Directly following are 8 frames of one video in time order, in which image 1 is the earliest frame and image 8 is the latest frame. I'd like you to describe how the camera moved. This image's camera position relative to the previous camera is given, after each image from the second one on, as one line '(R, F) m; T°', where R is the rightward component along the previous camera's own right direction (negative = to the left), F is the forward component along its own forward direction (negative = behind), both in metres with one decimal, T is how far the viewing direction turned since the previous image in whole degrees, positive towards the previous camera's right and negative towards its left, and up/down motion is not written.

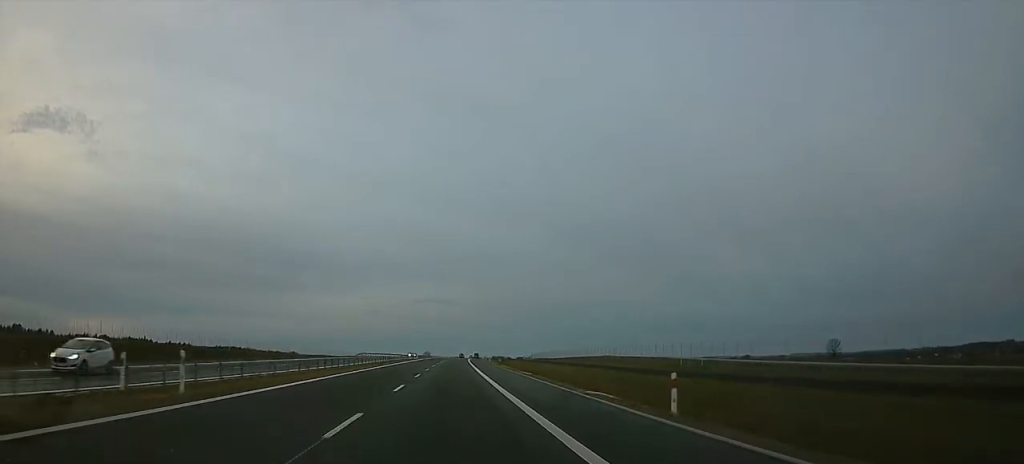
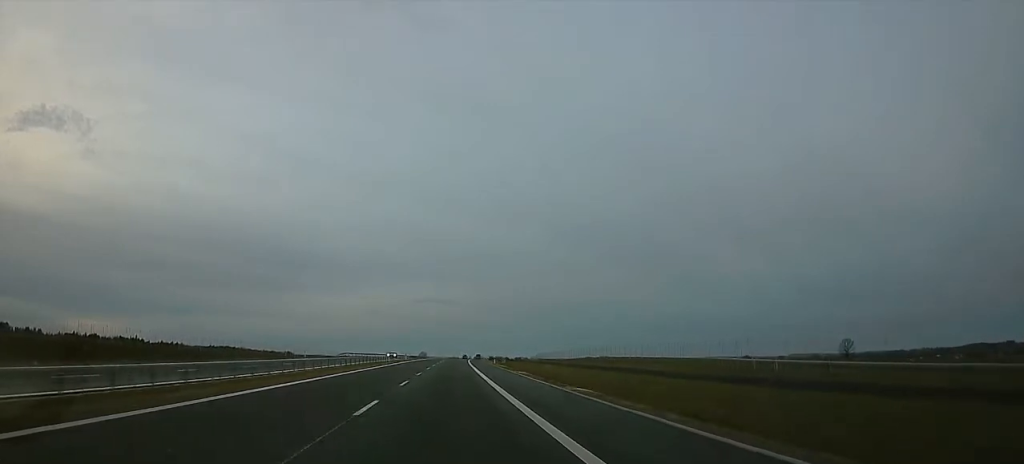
(0.0, +20.4) m; 0°
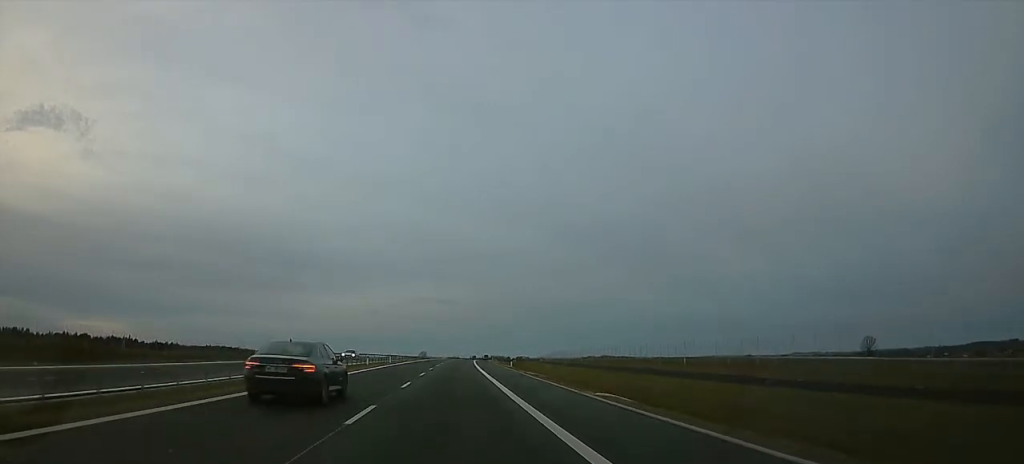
(0.0, +25.5) m; 0°
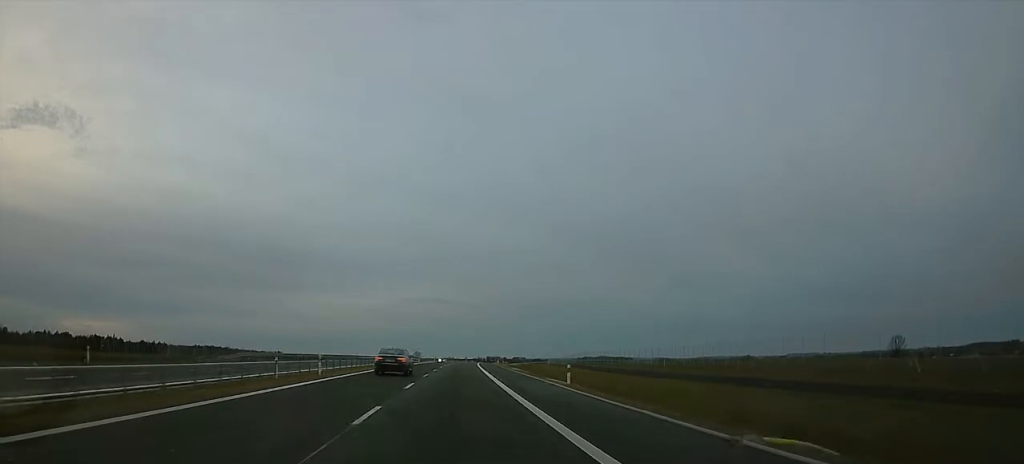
(0.0, +35.8) m; 0°
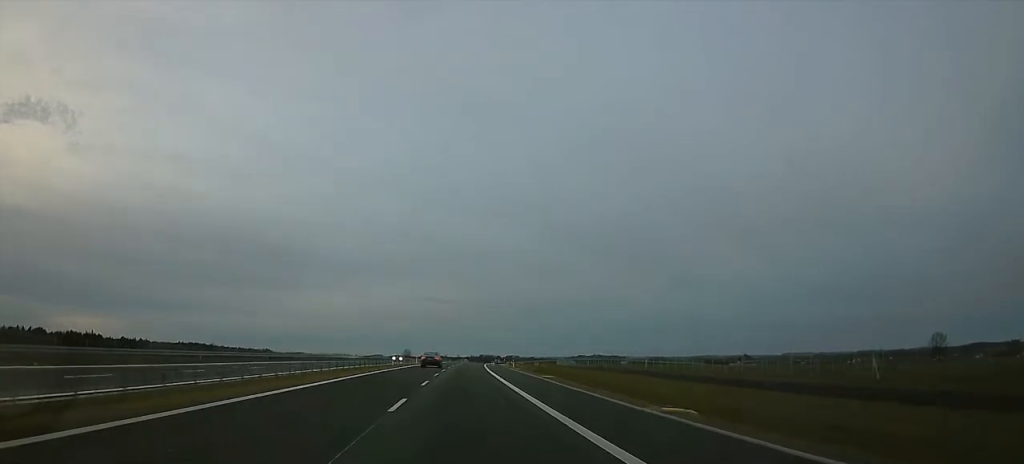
(+0.4, +45.2) m; +1°
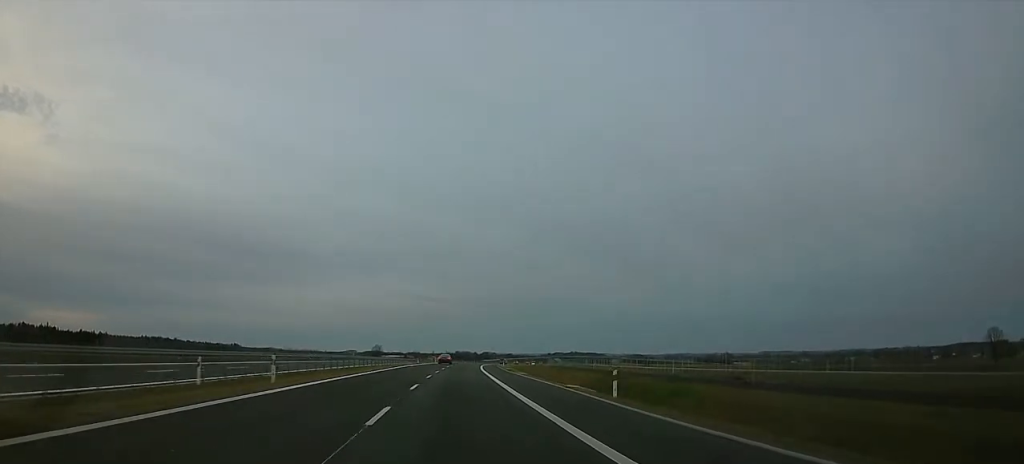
(+0.2, +62.7) m; 0°
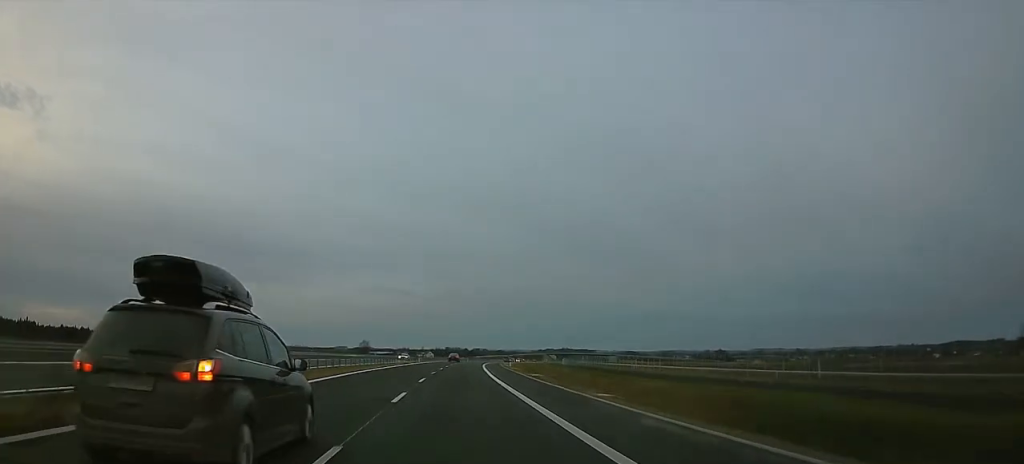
(0.0, +30.8) m; +2°
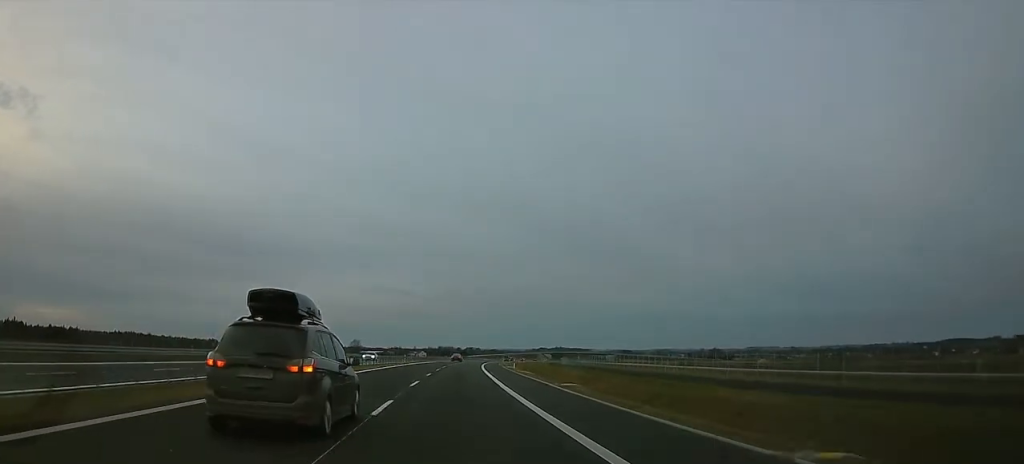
(+0.2, +15.4) m; +1°
